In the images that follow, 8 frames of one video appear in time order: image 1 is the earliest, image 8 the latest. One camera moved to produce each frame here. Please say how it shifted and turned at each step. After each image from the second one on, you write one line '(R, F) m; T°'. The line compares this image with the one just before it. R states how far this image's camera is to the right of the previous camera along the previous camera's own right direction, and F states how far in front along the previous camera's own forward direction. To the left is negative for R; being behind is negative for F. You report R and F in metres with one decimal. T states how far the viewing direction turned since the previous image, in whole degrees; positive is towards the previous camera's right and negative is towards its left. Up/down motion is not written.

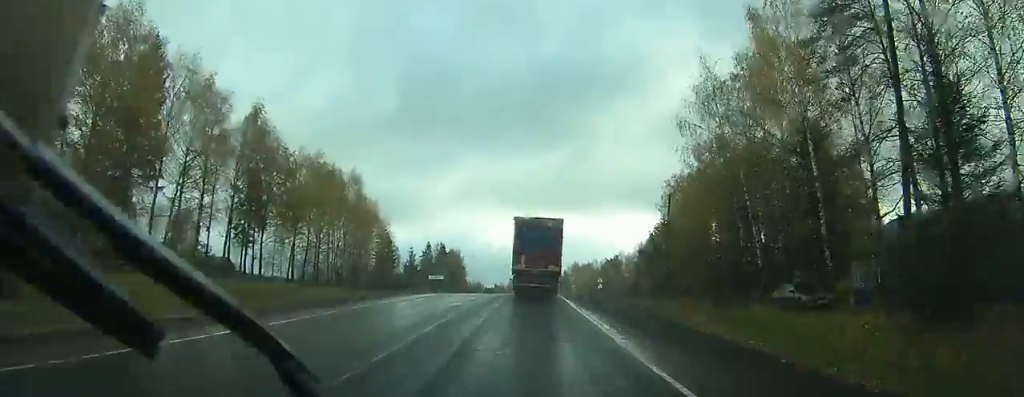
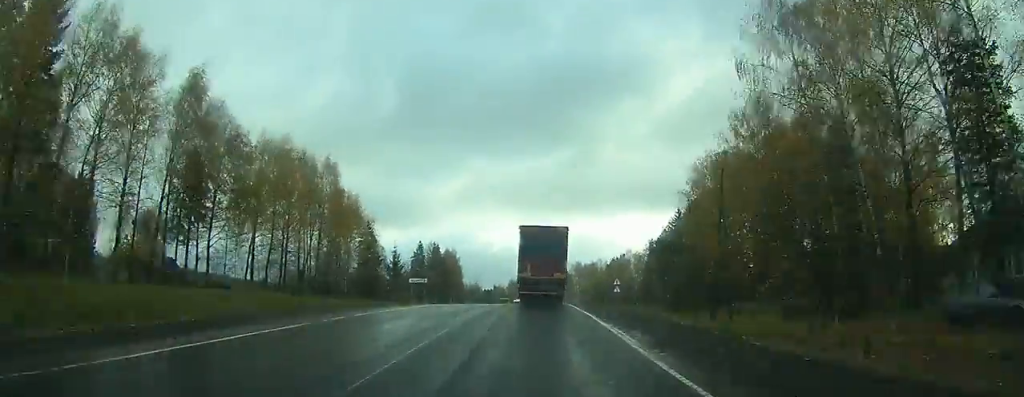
(-0.1, +14.0) m; 0°
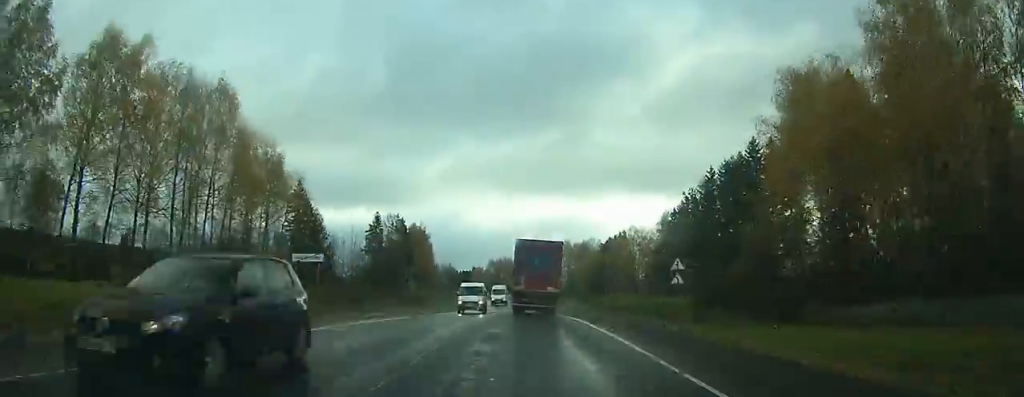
(+0.4, +31.3) m; +1°
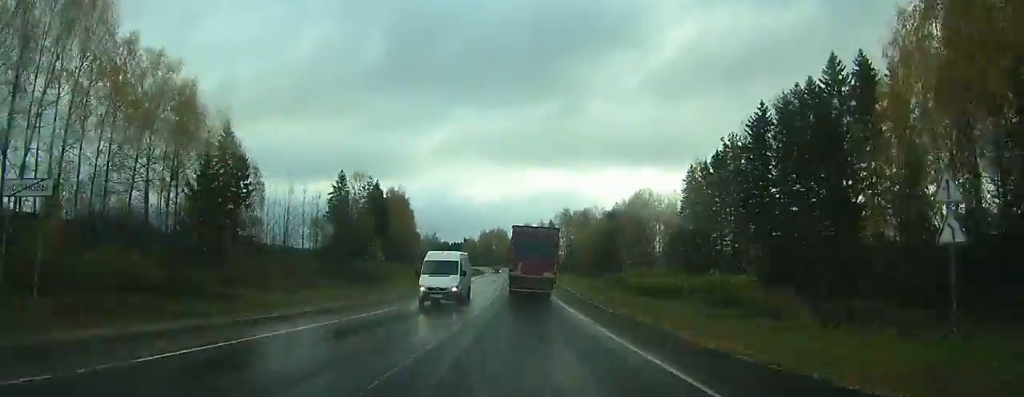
(+0.2, +23.3) m; +1°
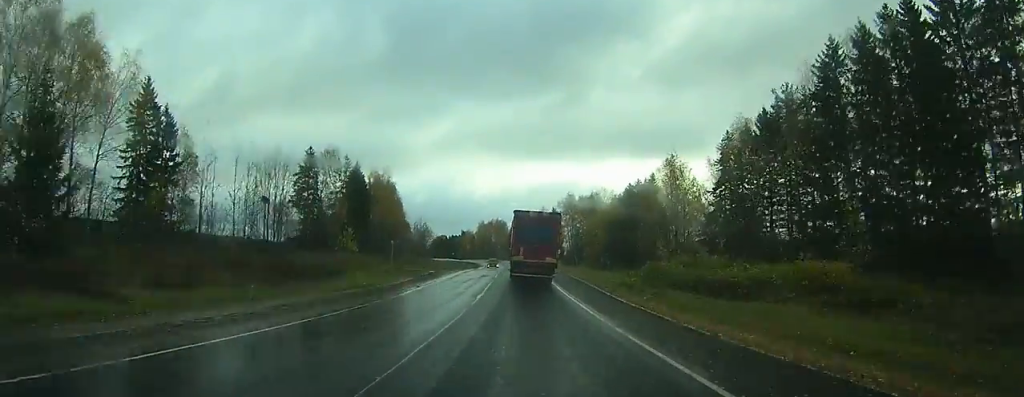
(0.0, +17.5) m; 0°
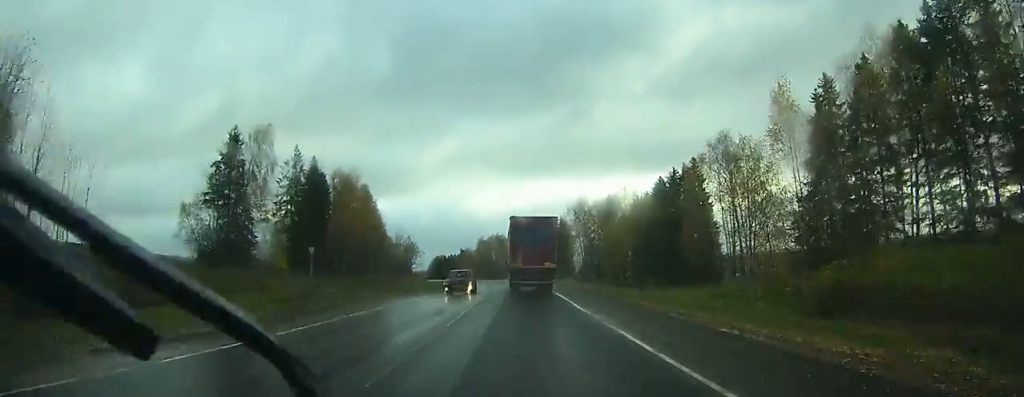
(+0.1, +27.3) m; 0°
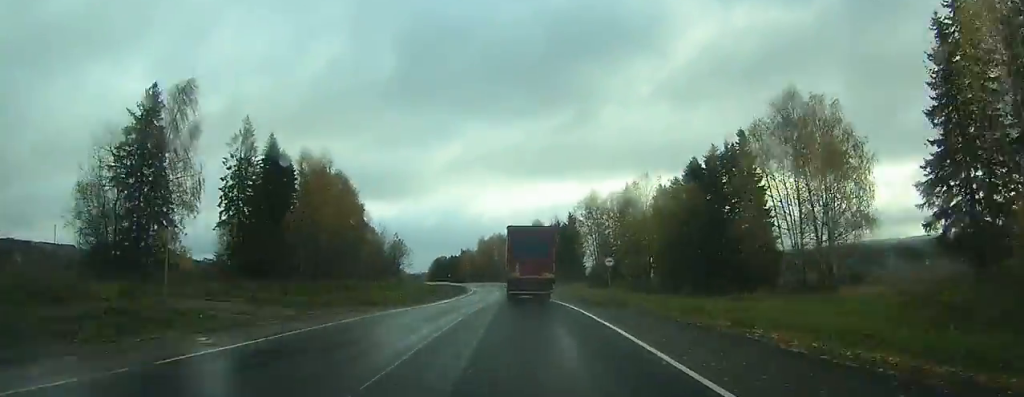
(0.0, +18.0) m; 0°
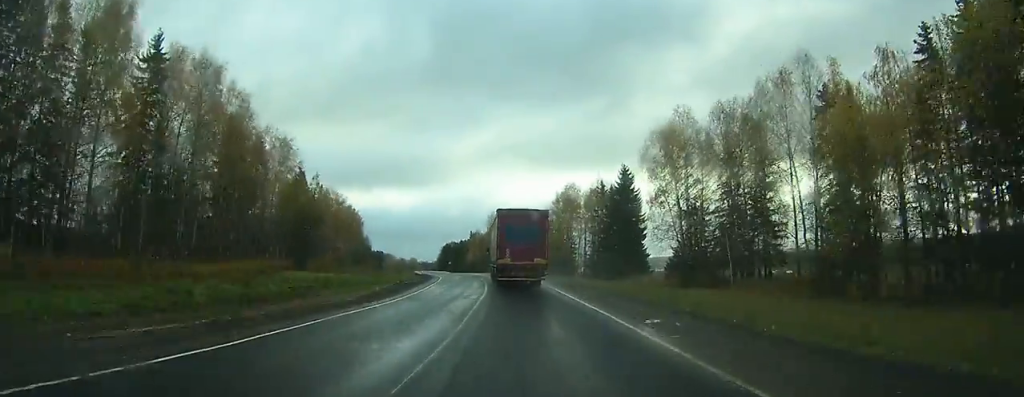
(-1.1, +56.1) m; -3°
